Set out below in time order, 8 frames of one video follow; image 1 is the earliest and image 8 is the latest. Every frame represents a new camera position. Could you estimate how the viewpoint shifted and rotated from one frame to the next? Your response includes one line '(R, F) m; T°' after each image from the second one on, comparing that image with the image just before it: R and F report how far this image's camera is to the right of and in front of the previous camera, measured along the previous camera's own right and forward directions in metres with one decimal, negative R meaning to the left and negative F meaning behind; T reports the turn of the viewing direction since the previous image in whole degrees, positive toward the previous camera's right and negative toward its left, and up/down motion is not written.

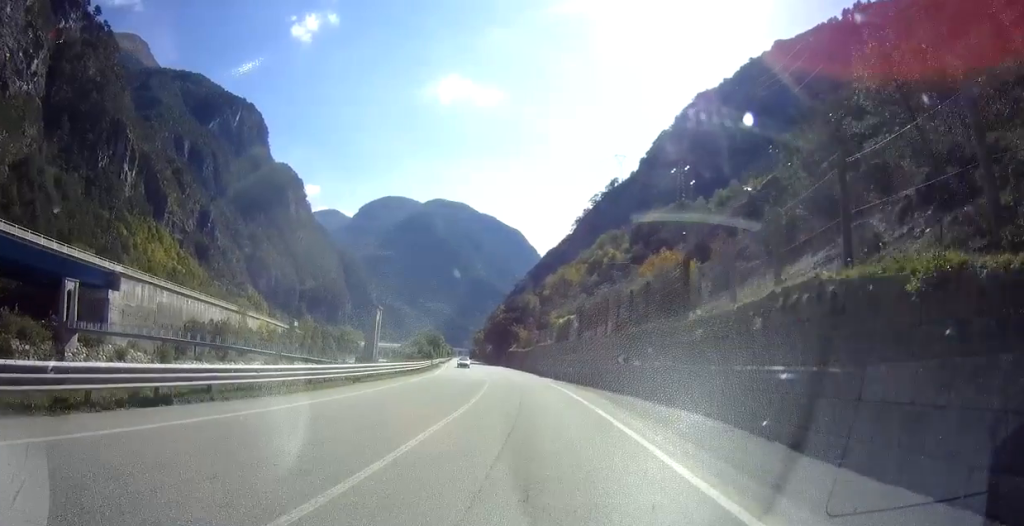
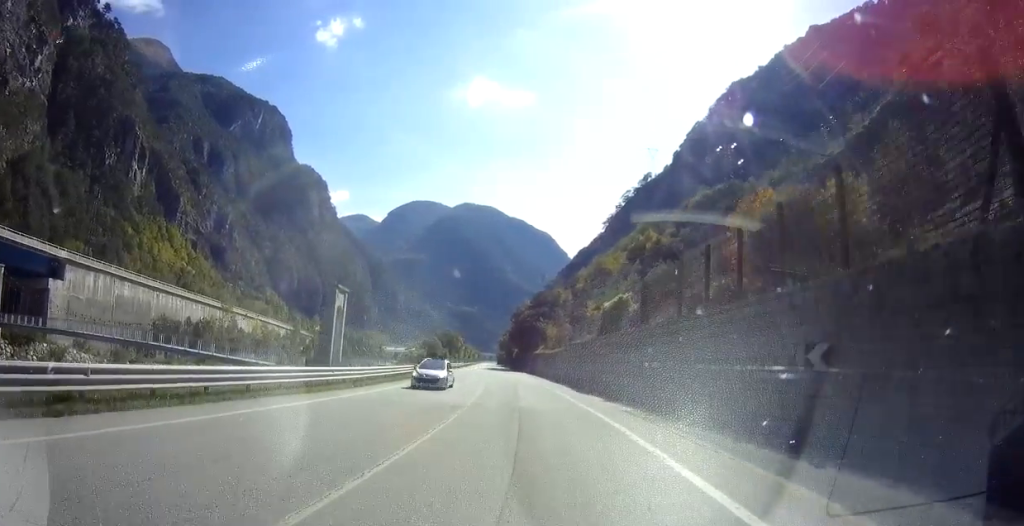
(-0.7, +21.1) m; -4°
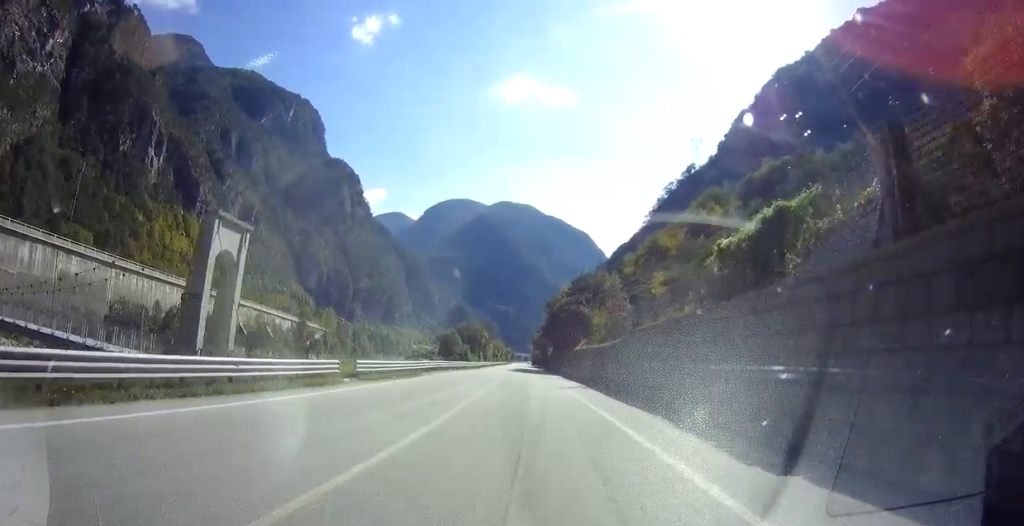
(-0.9, +22.5) m; -3°
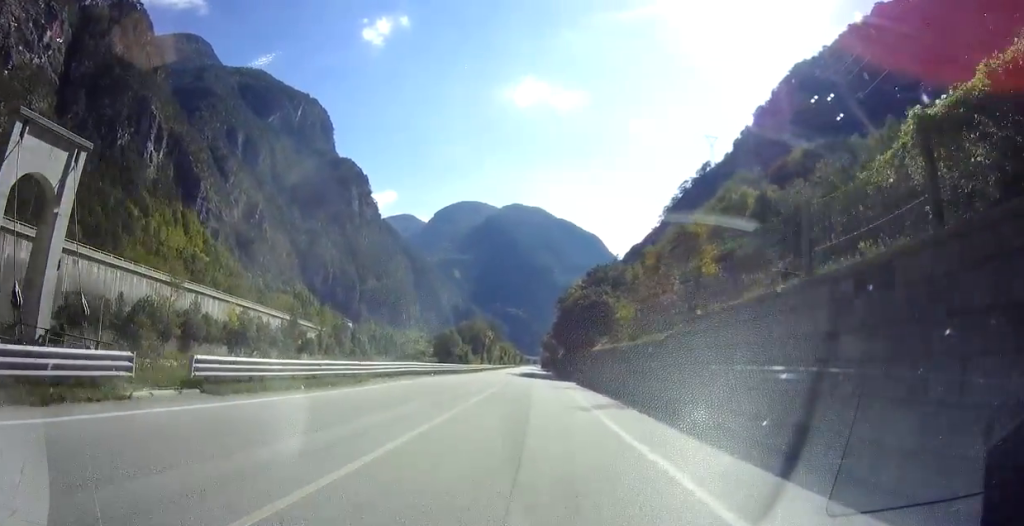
(-0.2, +12.4) m; -1°
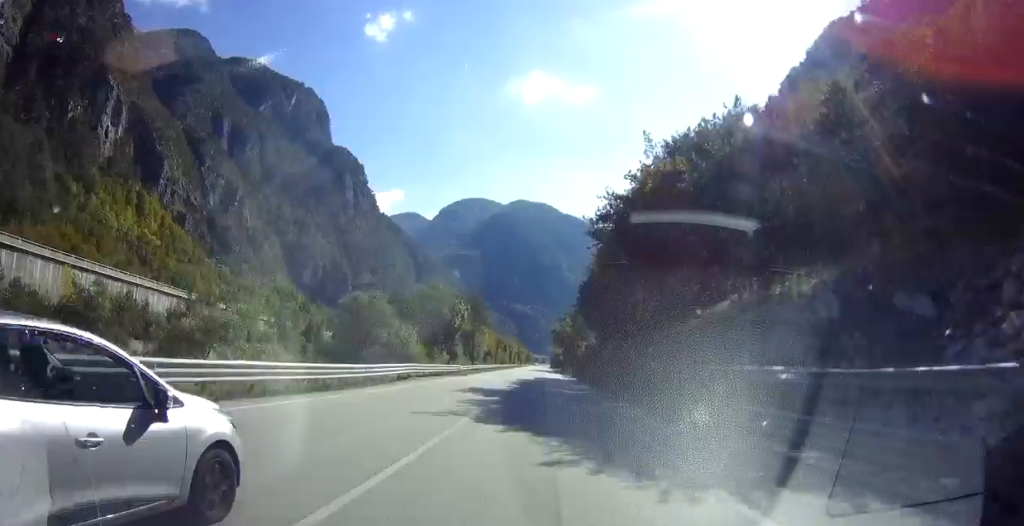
(-0.1, +51.1) m; 0°
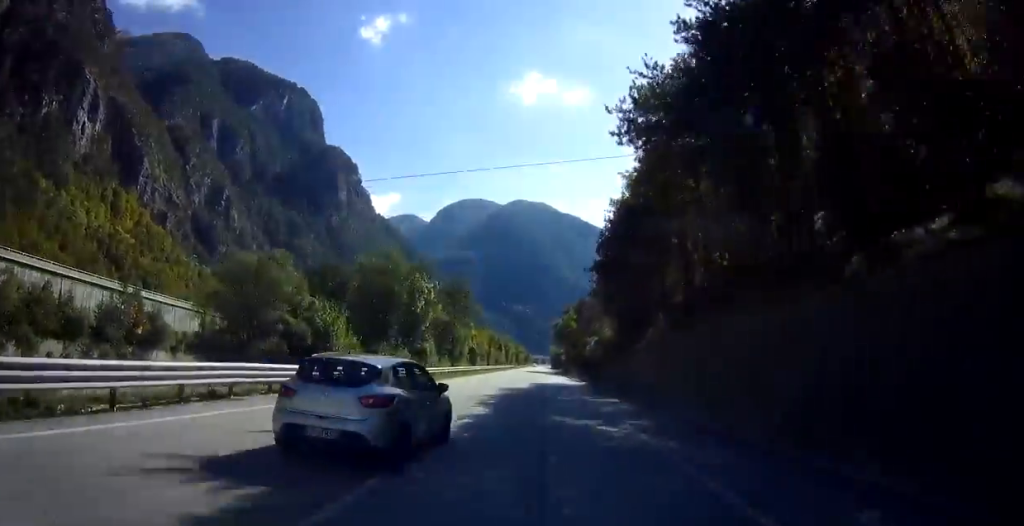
(0.0, +18.7) m; 0°
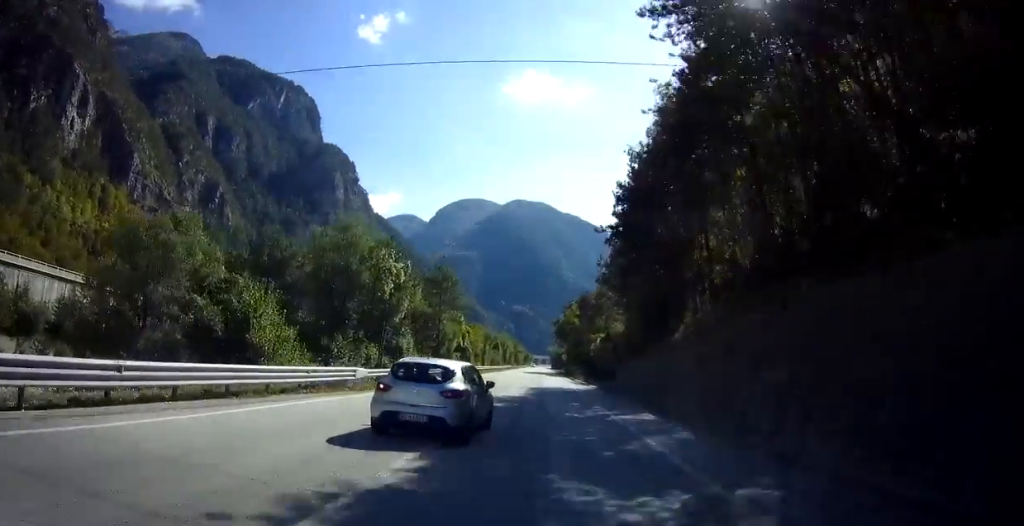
(-0.1, +8.9) m; 0°
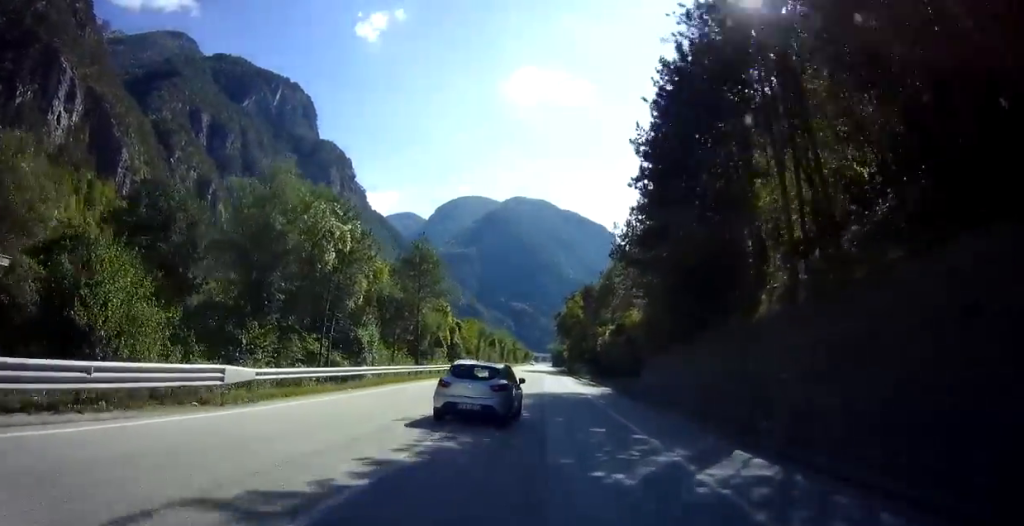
(0.0, +9.7) m; 0°
